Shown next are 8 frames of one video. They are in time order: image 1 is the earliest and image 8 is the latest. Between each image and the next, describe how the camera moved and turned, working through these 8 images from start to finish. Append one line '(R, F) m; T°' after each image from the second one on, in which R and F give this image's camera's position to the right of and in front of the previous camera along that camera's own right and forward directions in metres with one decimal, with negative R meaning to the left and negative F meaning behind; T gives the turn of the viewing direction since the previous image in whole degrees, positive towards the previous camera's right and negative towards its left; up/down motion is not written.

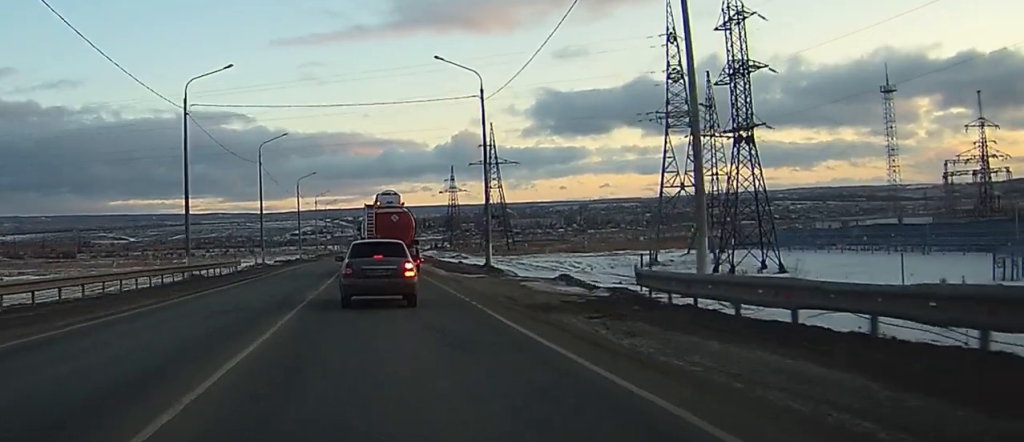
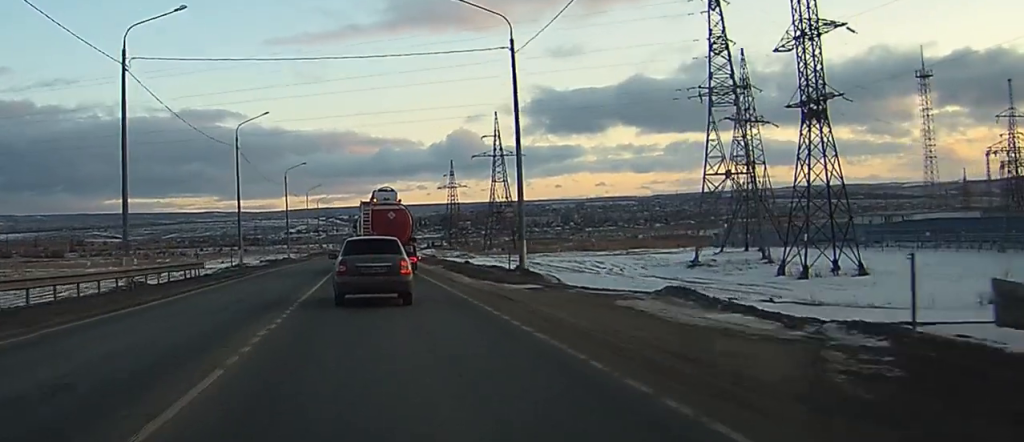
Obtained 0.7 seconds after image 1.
(0.0, +12.2) m; 0°
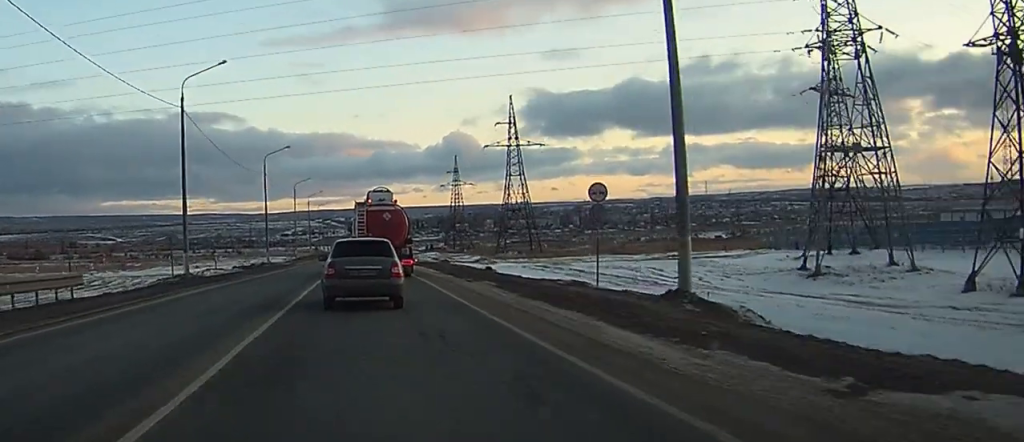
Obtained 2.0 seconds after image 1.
(+0.1, +20.5) m; 0°
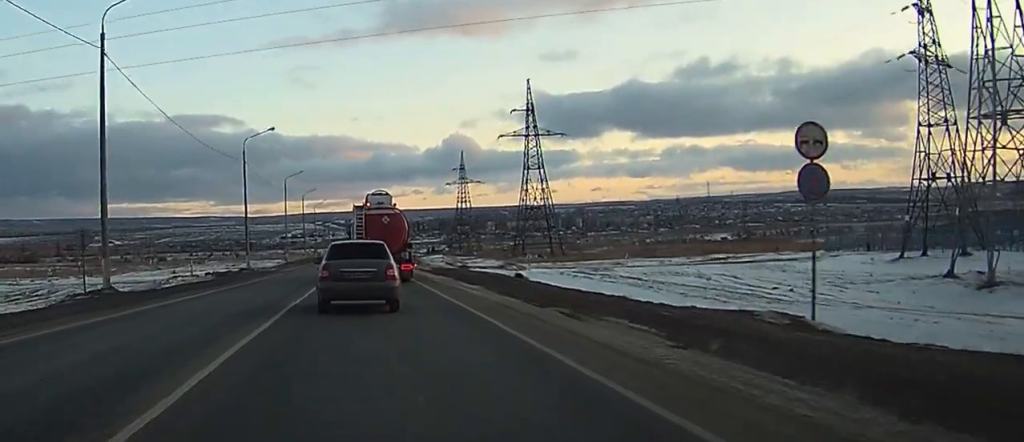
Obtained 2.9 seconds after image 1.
(-0.1, +16.0) m; -1°
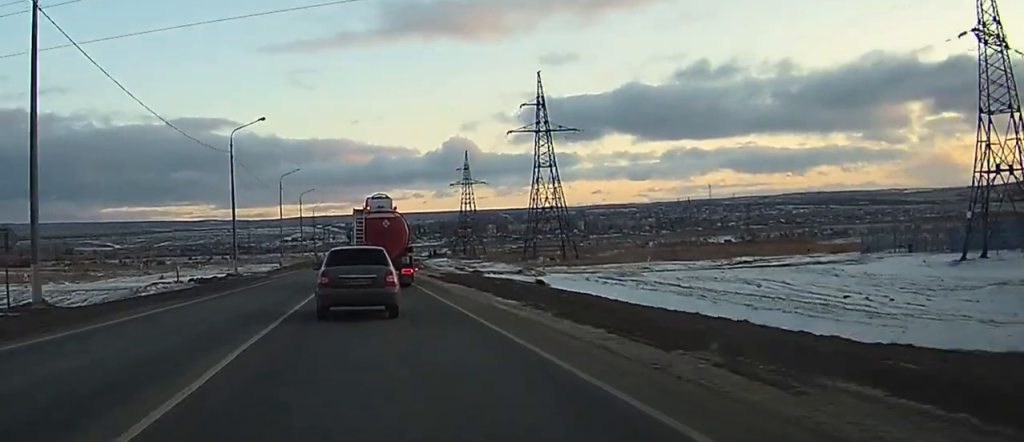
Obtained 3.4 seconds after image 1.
(-0.1, +7.7) m; 0°
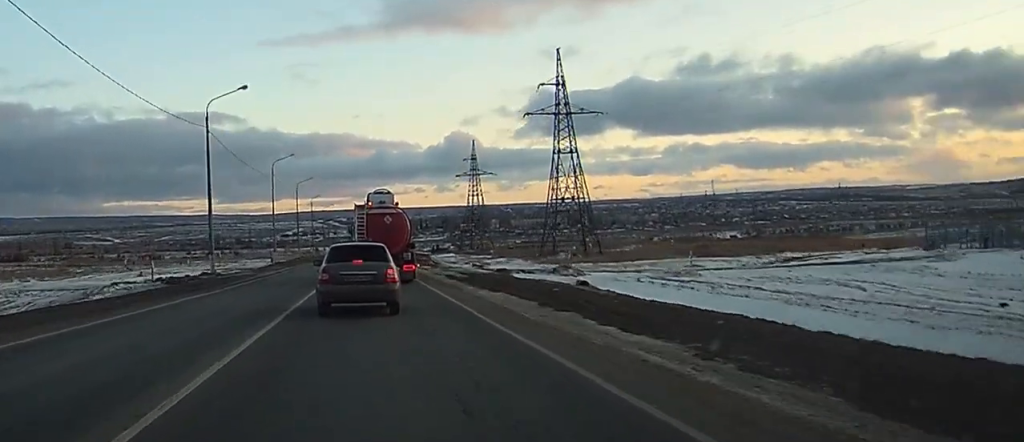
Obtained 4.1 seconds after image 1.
(0.0, +11.5) m; 0°
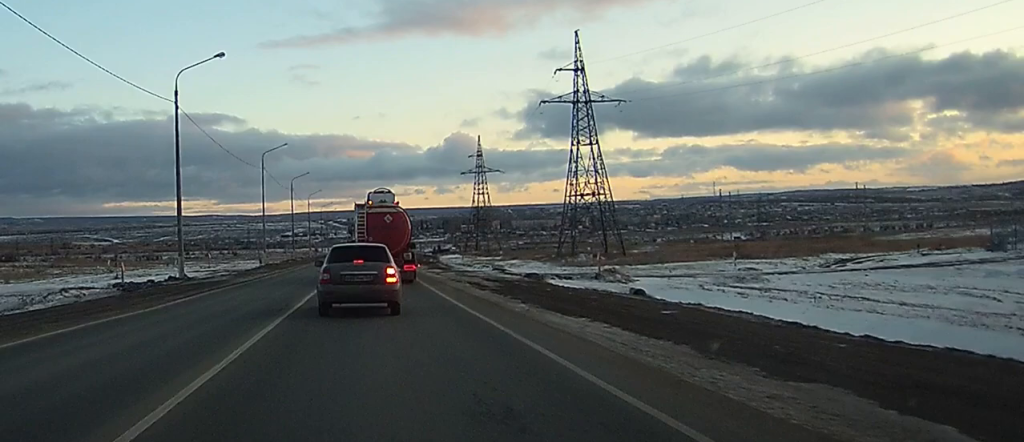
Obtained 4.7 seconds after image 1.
(0.0, +9.8) m; 0°
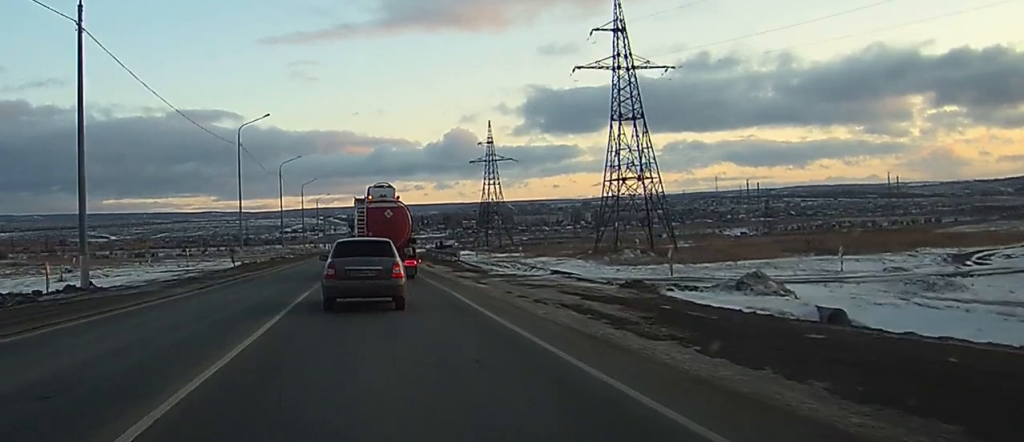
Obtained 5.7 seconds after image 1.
(-0.1, +16.8) m; 0°
